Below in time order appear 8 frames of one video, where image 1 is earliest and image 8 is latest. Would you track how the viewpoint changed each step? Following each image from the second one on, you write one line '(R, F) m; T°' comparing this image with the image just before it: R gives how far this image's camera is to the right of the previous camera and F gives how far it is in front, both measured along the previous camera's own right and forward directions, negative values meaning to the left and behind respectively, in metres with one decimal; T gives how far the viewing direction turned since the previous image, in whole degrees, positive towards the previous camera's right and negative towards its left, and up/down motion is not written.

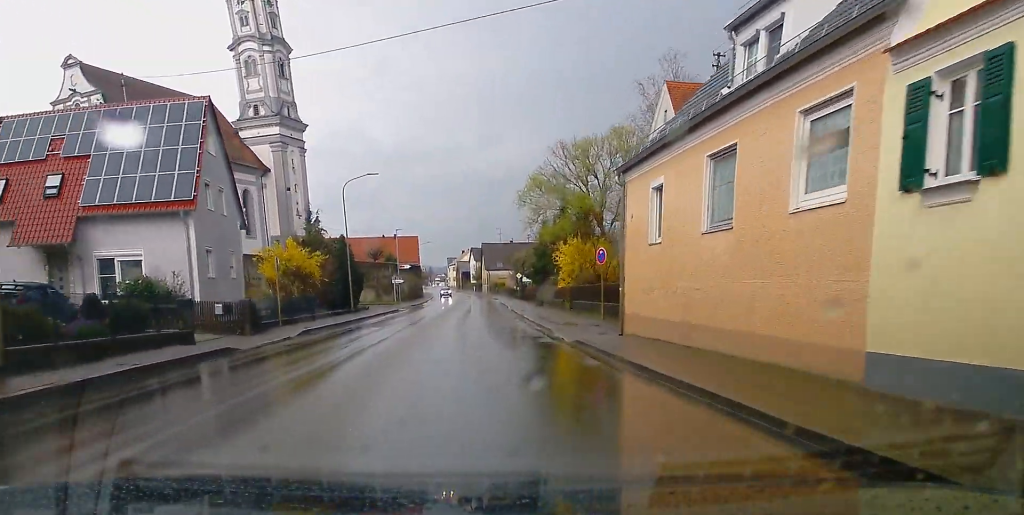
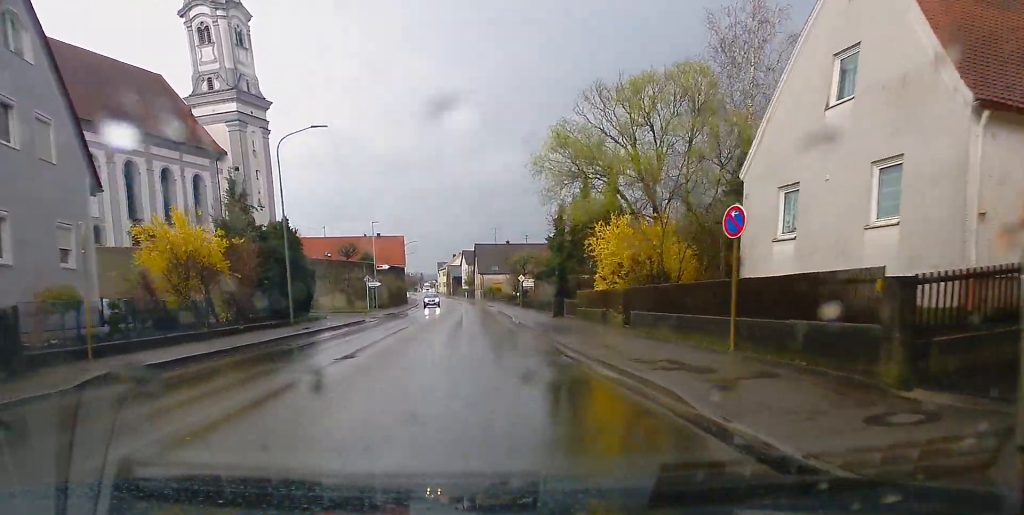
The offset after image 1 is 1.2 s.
(-0.1, +15.8) m; 0°
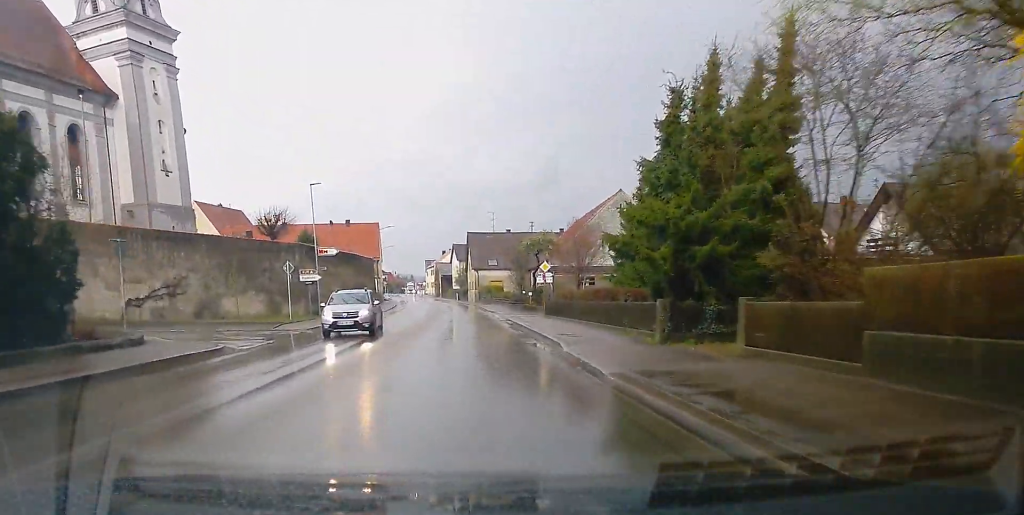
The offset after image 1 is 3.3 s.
(+0.2, +26.3) m; 0°
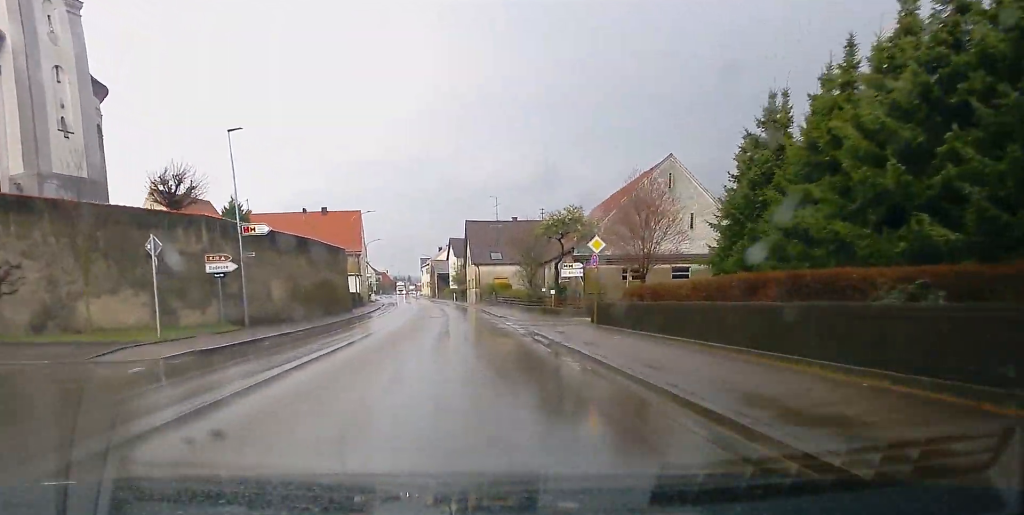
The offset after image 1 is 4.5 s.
(+0.4, +16.8) m; 0°
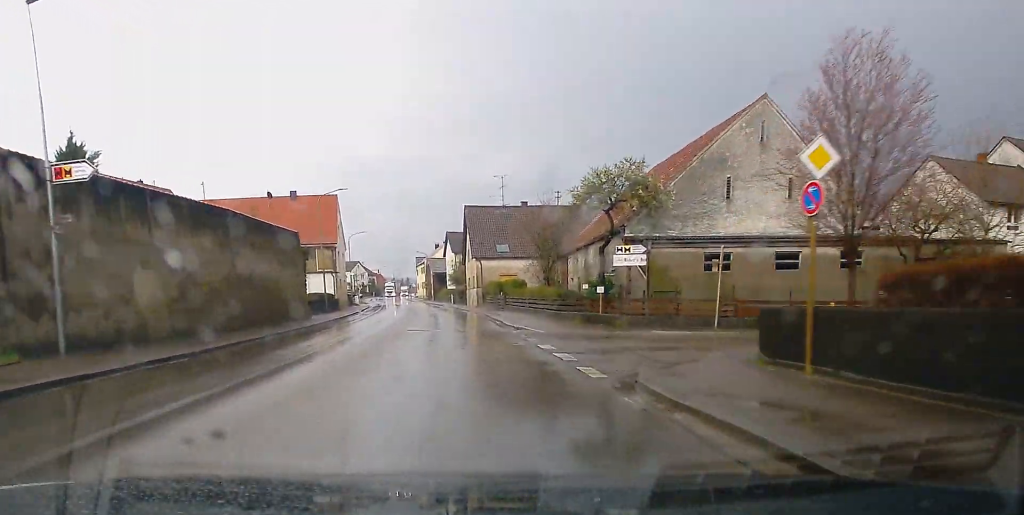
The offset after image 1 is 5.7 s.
(-0.4, +16.4) m; -1°
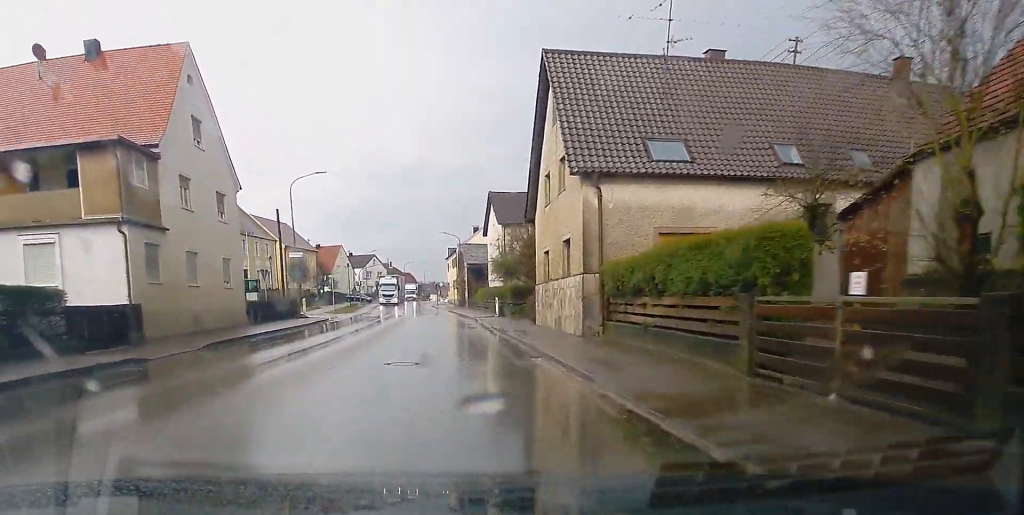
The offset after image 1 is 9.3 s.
(-0.8, +47.3) m; -3°
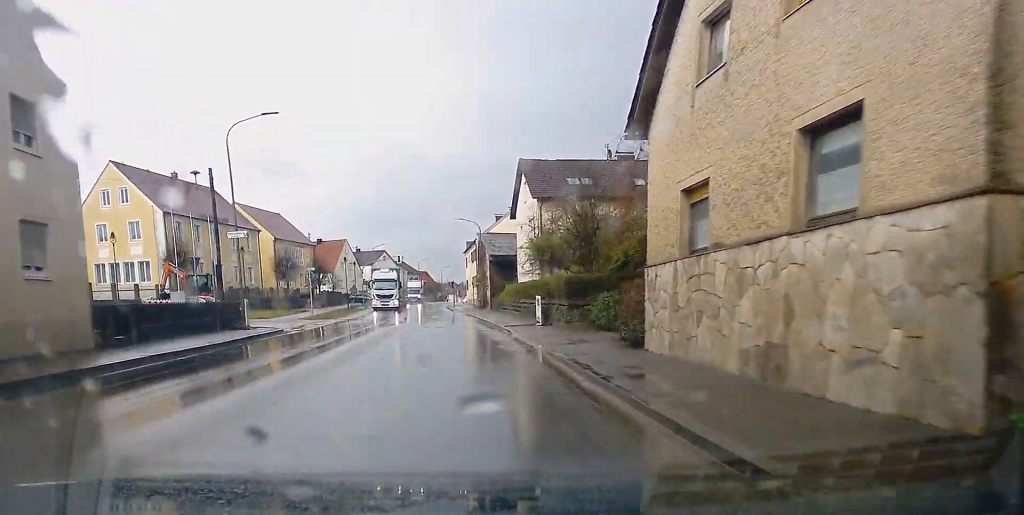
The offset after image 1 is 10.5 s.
(-0.5, +15.2) m; -1°
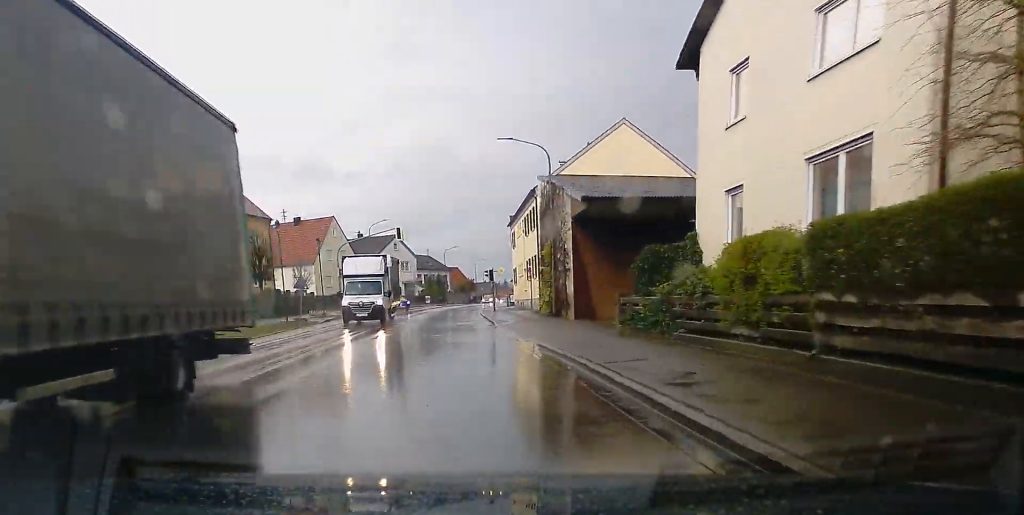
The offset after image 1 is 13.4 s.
(-0.3, +37.0) m; -2°
